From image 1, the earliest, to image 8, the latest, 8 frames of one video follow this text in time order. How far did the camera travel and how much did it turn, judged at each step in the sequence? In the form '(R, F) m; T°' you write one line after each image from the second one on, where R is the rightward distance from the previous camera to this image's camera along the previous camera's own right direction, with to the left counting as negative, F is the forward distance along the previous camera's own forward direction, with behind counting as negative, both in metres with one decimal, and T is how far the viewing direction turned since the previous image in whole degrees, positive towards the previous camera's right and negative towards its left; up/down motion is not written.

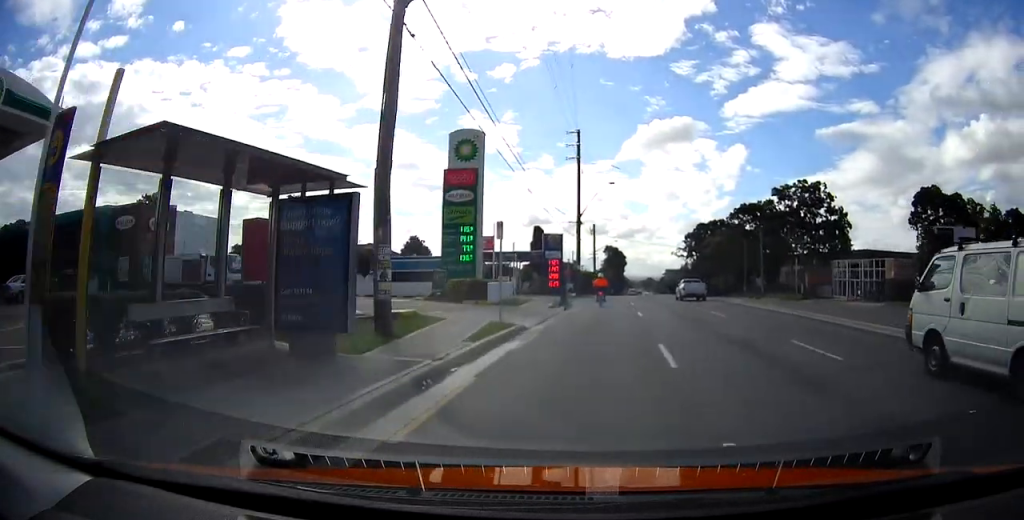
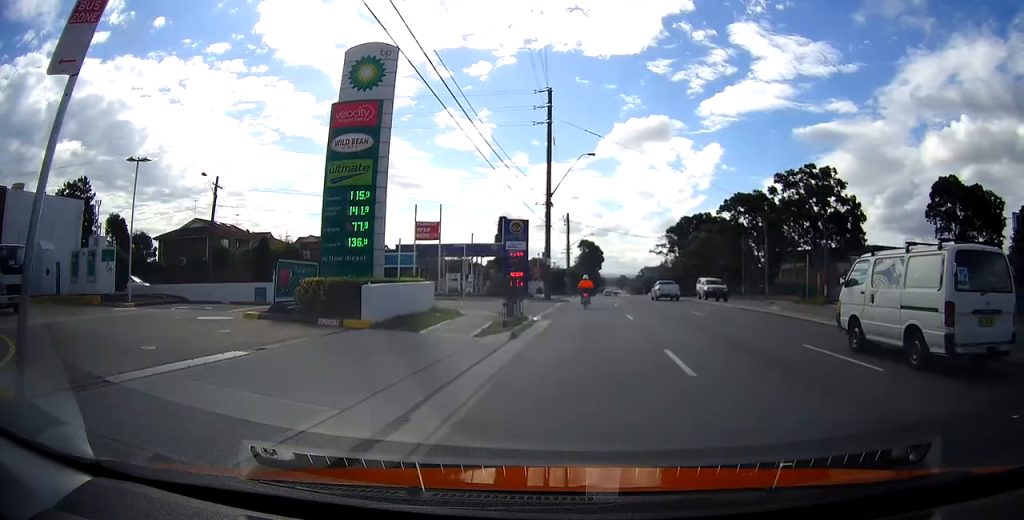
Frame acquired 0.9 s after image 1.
(+0.2, +12.9) m; +1°
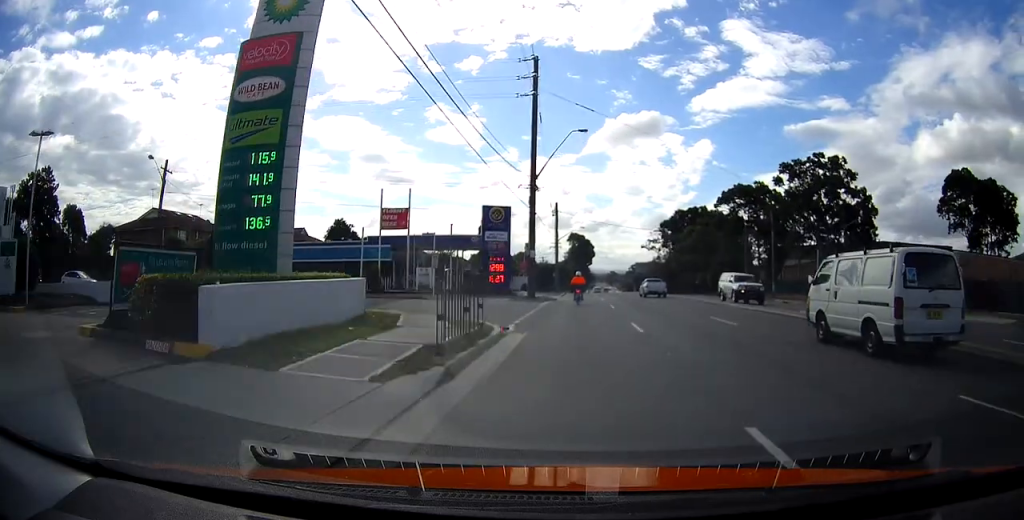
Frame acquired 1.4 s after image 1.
(0.0, +6.0) m; 0°
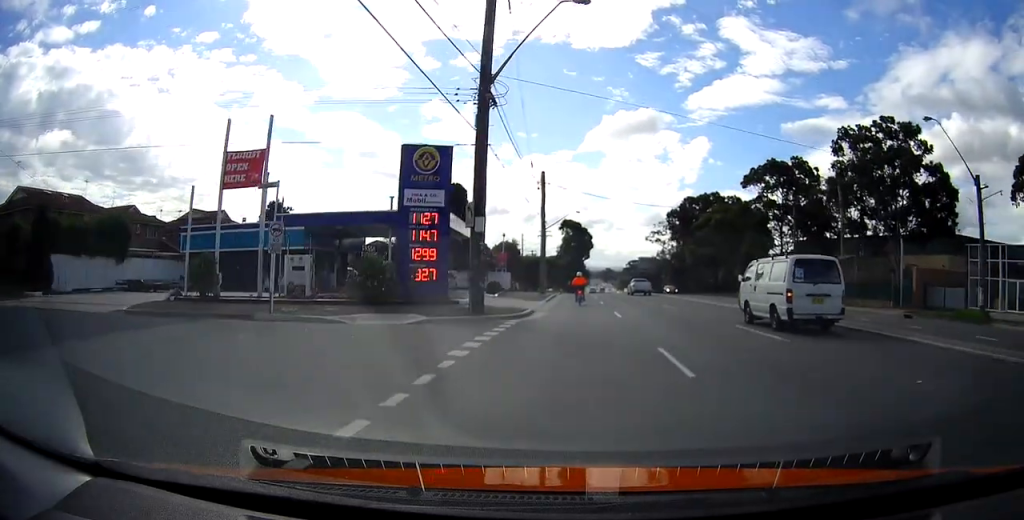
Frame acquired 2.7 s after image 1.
(0.0, +18.8) m; +1°
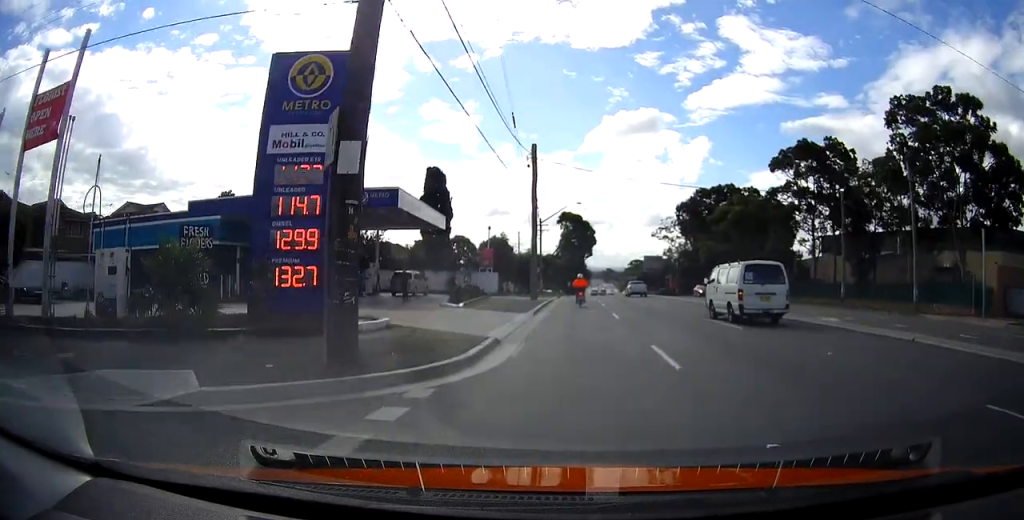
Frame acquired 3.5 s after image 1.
(+0.1, +11.0) m; +1°
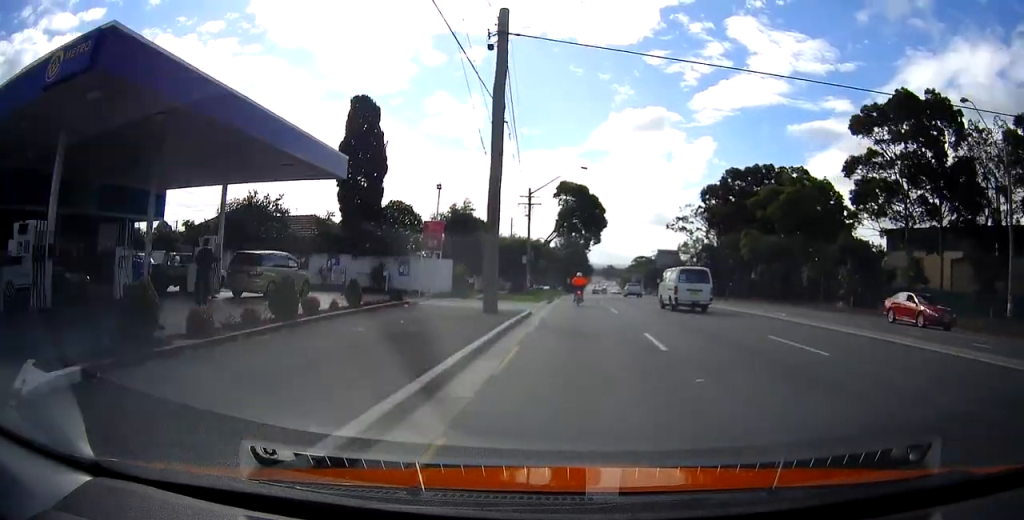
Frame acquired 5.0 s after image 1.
(0.0, +20.5) m; -1°
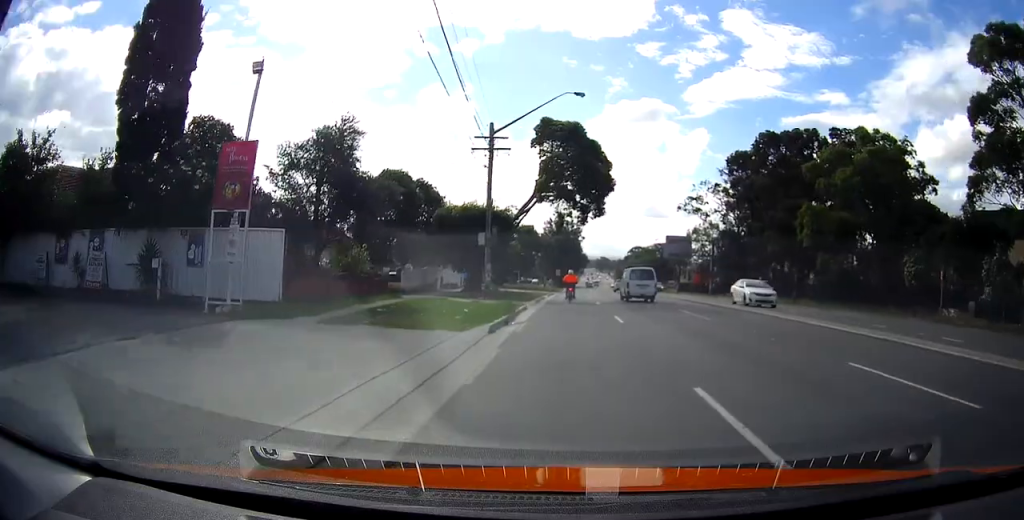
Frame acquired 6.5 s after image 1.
(-0.1, +19.5) m; 0°
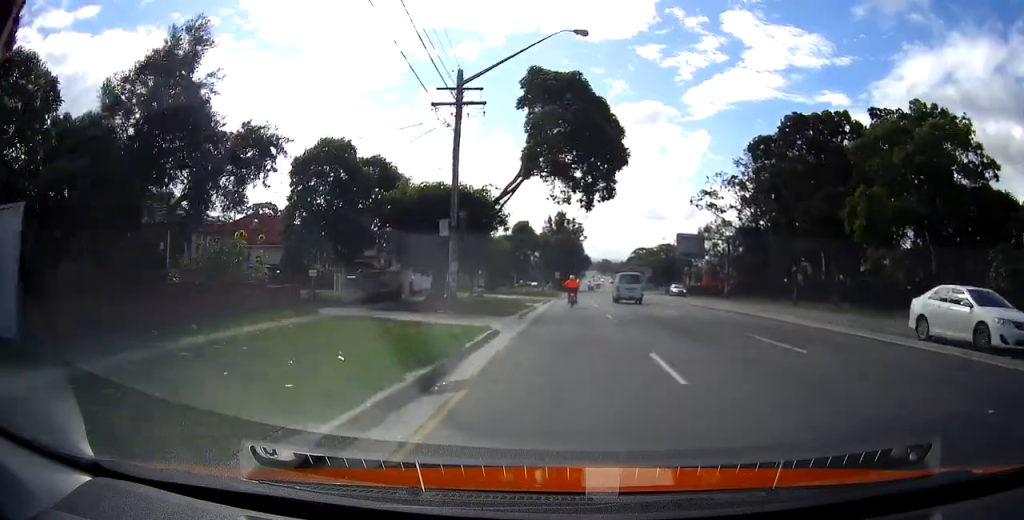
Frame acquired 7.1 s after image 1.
(0.0, +9.1) m; +1°
